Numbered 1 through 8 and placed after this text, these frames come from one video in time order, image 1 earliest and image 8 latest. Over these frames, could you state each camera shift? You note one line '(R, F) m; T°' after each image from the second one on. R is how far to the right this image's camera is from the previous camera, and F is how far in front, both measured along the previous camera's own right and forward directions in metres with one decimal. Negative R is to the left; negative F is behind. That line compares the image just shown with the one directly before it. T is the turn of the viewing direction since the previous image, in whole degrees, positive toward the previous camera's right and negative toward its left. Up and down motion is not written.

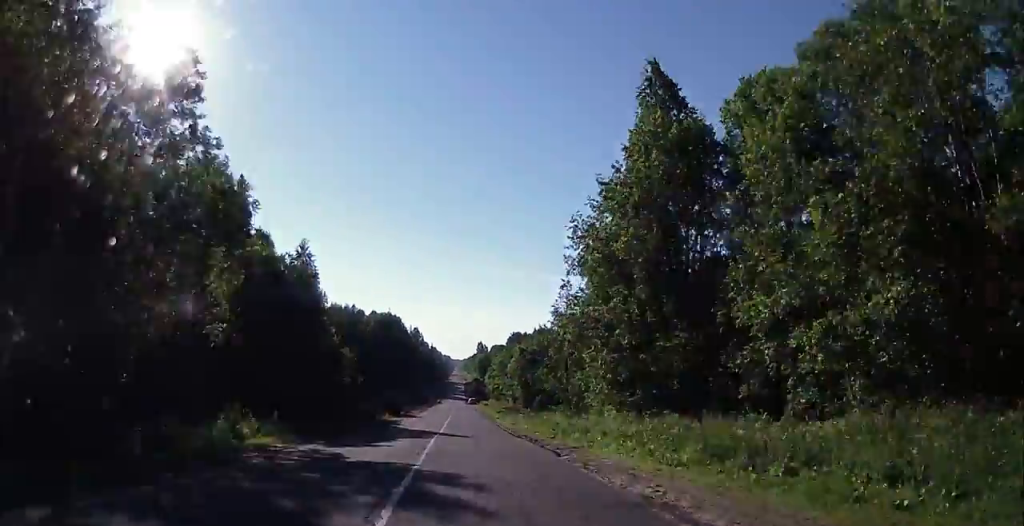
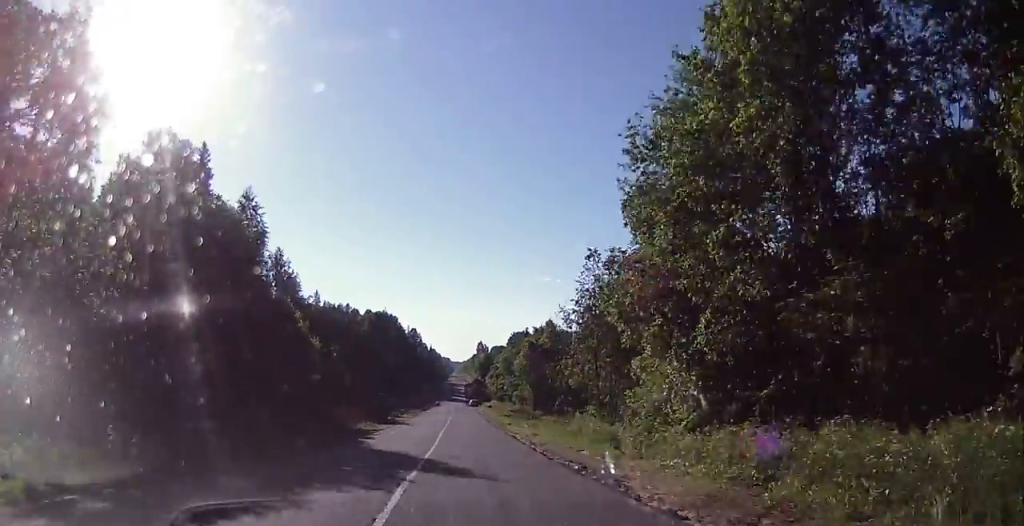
(+0.1, +12.8) m; +1°
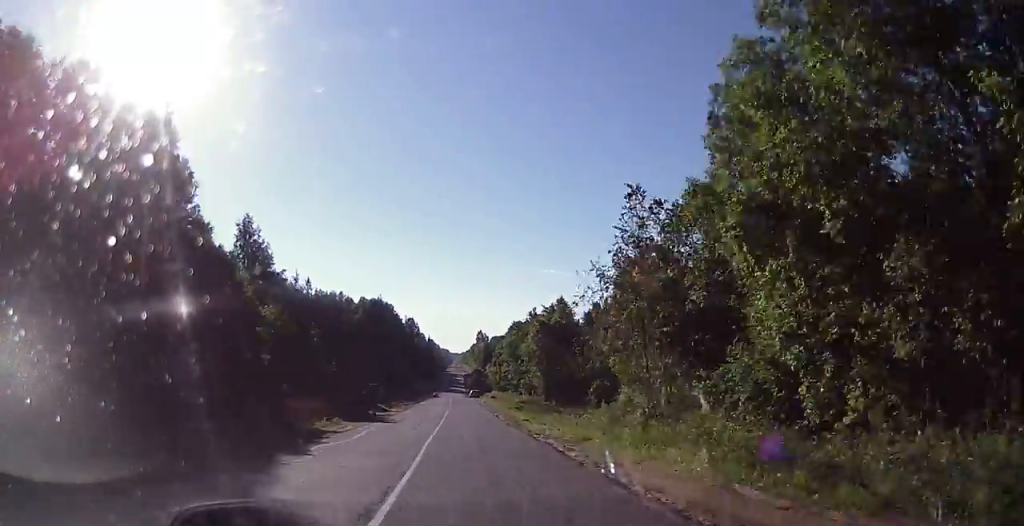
(0.0, +12.0) m; +1°
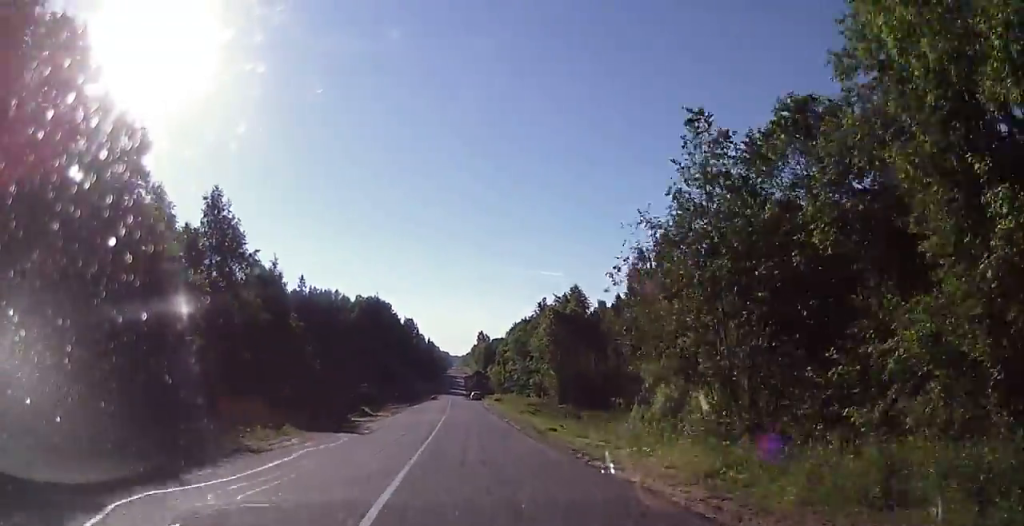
(+0.2, +10.0) m; 0°
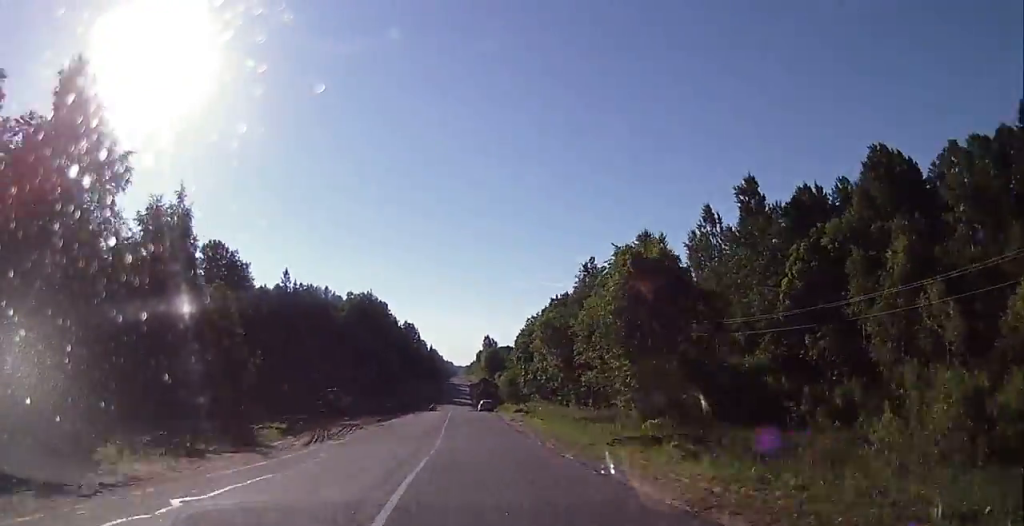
(+0.1, +26.9) m; -1°
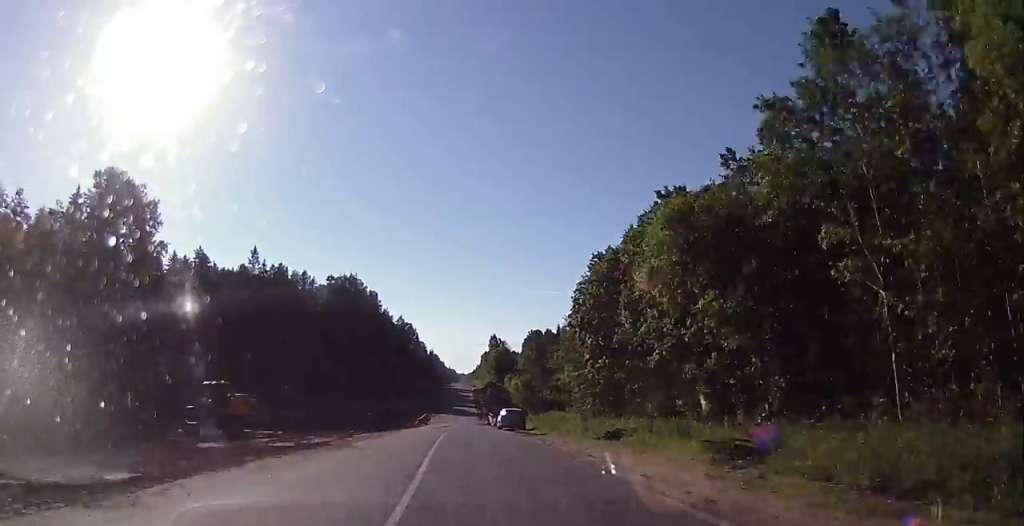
(-0.6, +36.4) m; +2°
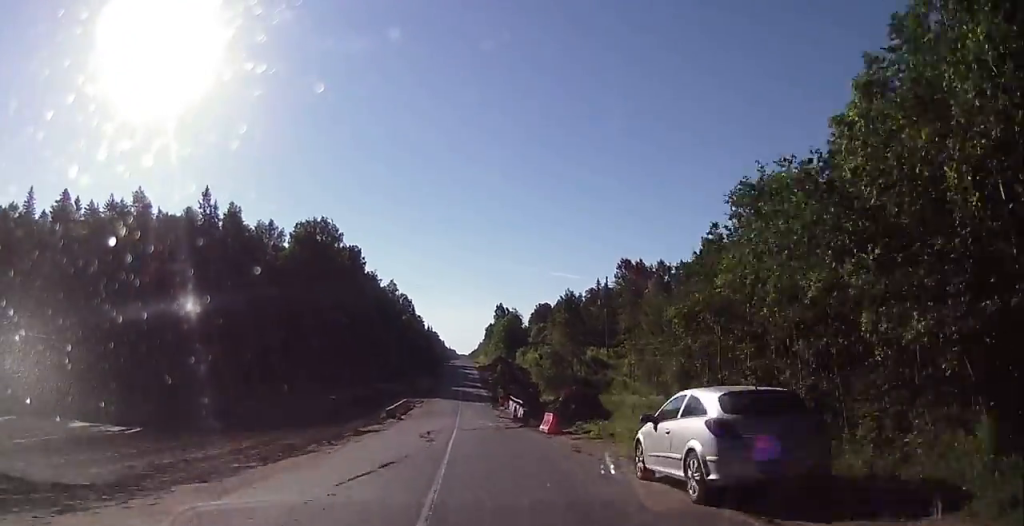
(+2.4, +36.9) m; +2°
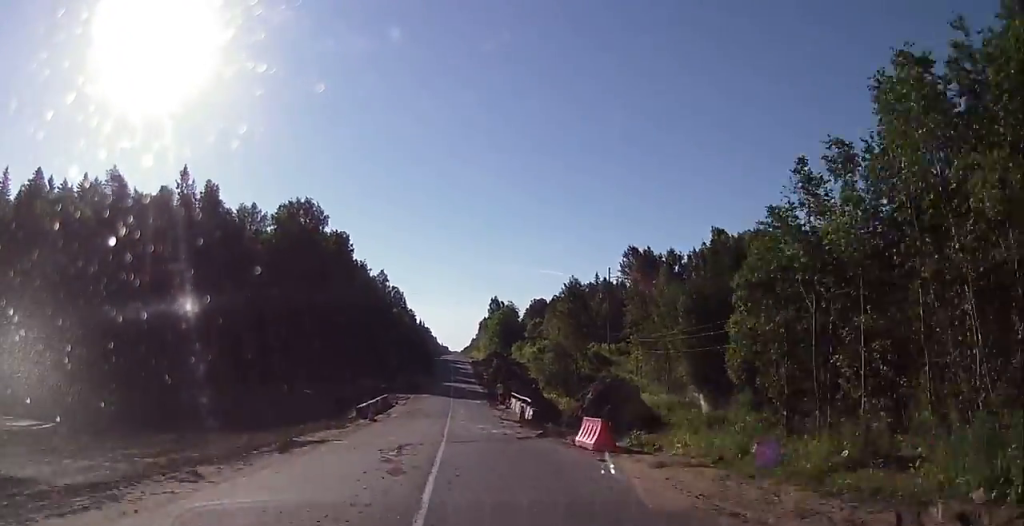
(-0.1, +9.7) m; -1°
